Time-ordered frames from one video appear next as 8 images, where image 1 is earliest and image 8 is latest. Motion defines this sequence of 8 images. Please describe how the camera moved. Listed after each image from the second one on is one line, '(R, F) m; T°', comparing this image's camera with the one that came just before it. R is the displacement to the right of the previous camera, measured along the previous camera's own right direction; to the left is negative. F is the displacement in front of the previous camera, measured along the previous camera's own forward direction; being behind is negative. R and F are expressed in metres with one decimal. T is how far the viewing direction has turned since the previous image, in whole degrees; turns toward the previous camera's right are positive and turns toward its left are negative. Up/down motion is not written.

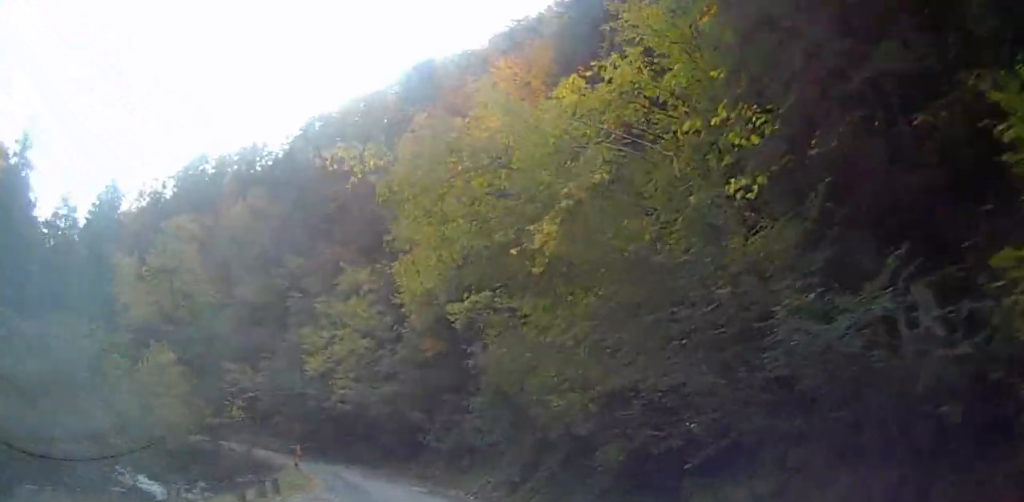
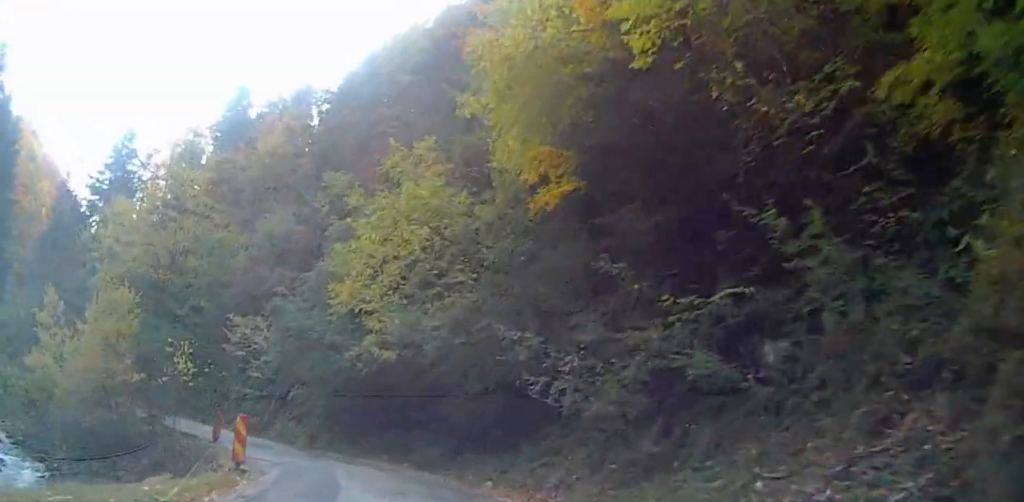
(+0.9, +20.7) m; 0°
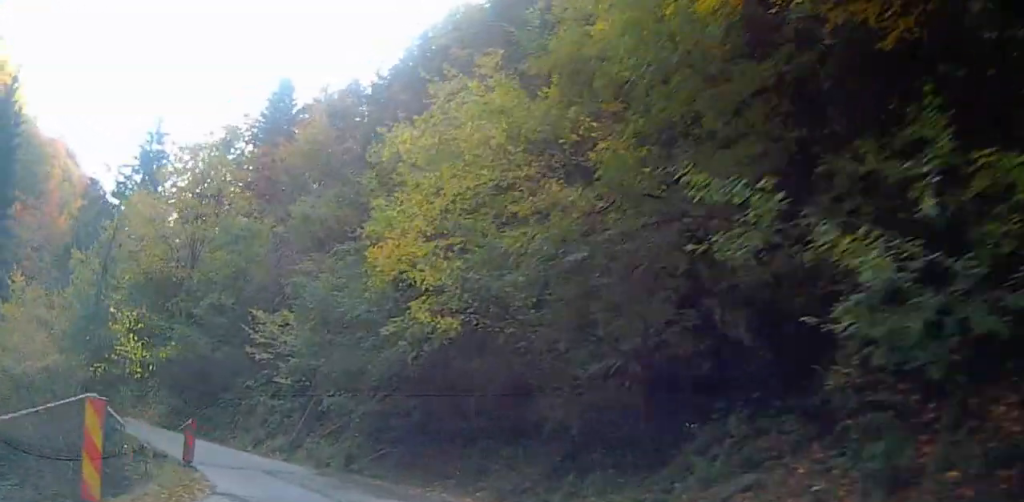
(-0.7, +9.0) m; -2°
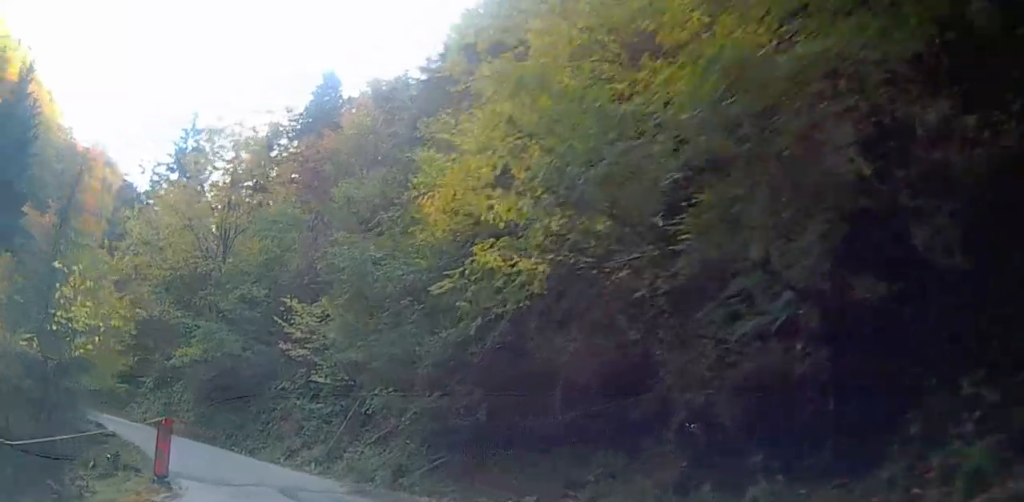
(-0.1, +5.4) m; -1°
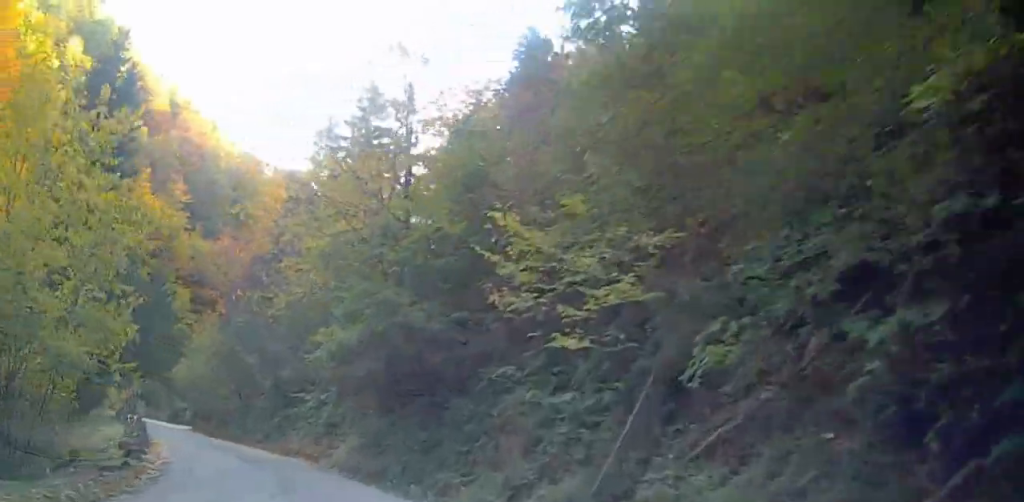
(+0.1, +15.8) m; -6°
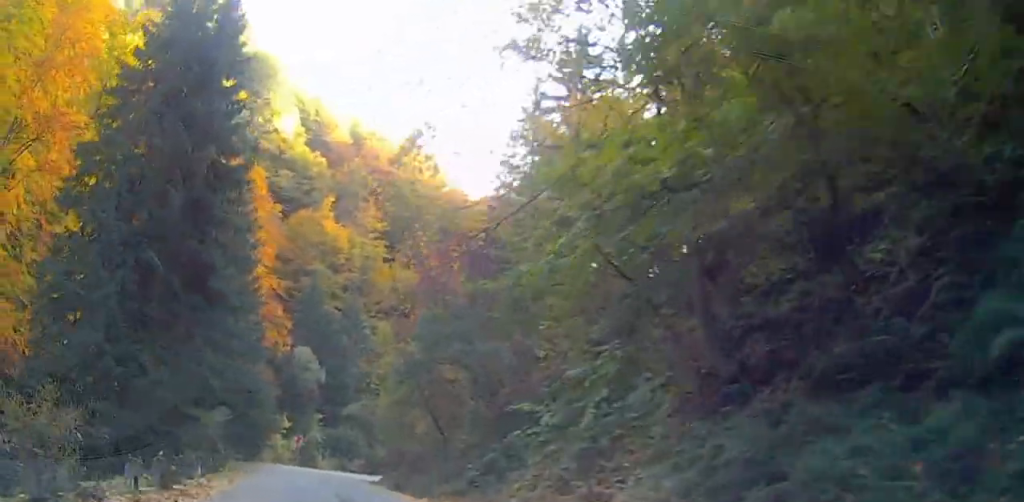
(-2.3, +15.6) m; -37°
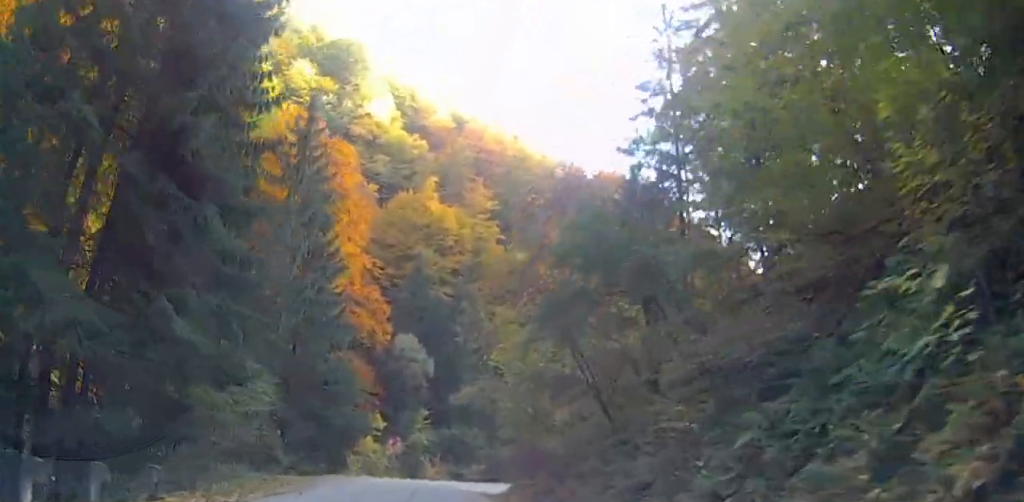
(-5.3, +11.7) m; -28°
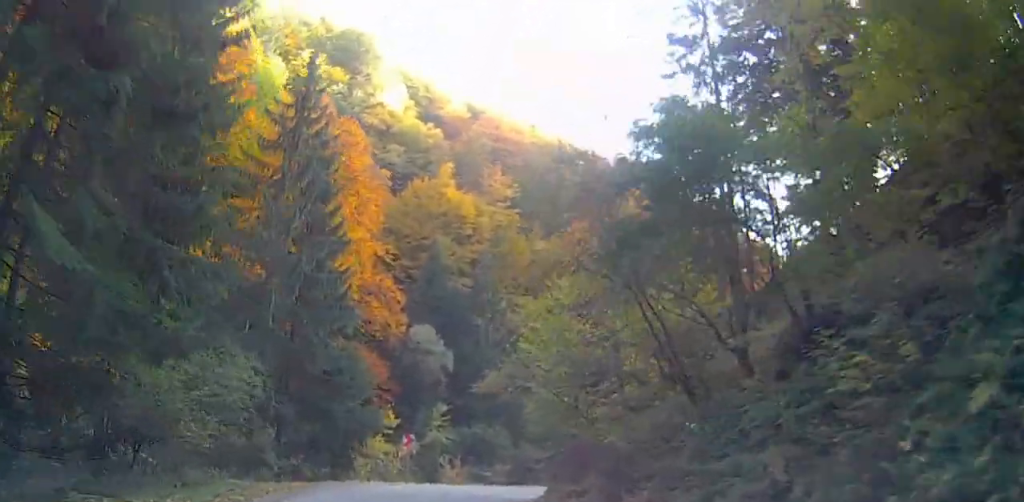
(-1.3, +6.6) m; -6°
